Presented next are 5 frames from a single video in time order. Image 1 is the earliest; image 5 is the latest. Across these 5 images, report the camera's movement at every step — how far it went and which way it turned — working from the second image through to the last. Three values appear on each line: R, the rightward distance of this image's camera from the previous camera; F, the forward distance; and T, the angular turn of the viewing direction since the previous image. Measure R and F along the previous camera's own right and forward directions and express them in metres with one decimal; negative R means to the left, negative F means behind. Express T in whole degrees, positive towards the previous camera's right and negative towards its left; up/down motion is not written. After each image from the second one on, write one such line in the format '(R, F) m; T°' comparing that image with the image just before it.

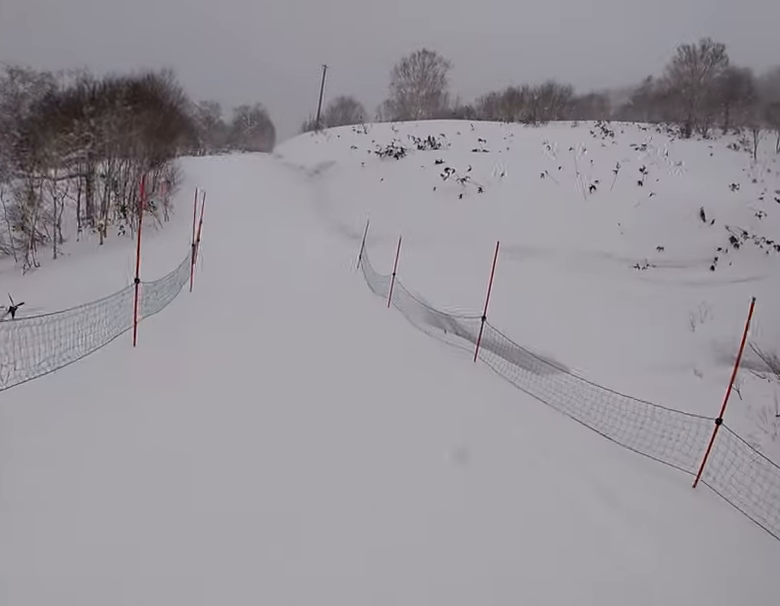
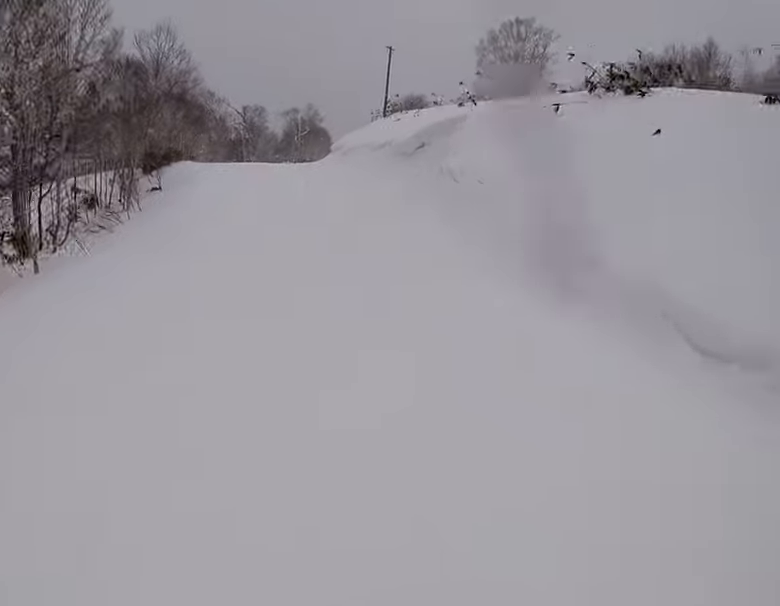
(-1.0, +17.0) m; -3°
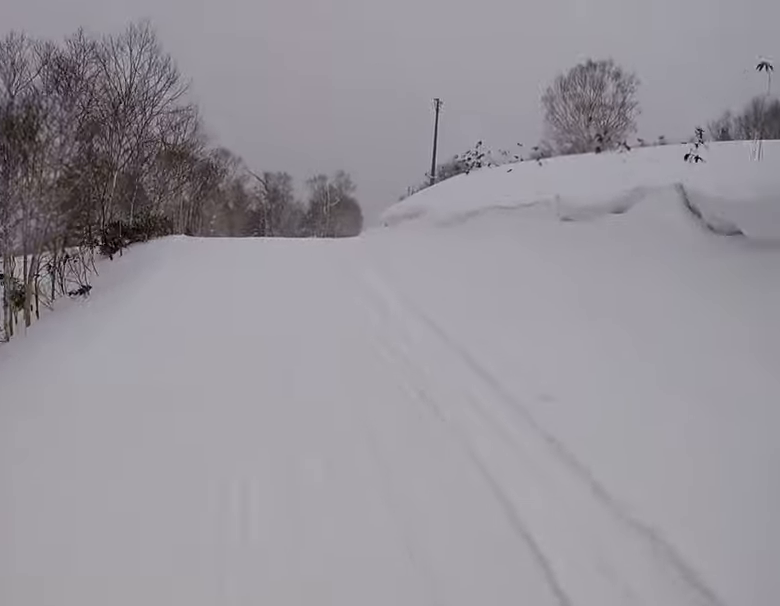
(0.0, +11.8) m; -8°
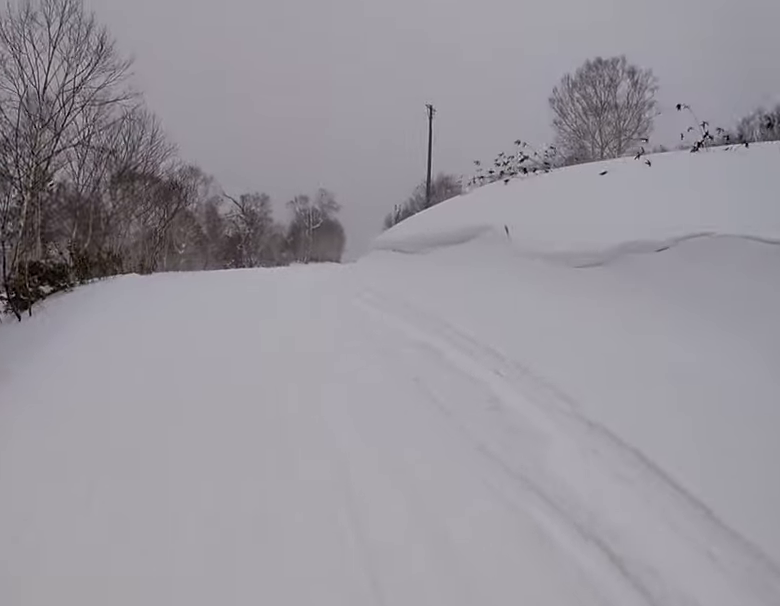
(-0.8, +5.9) m; -7°
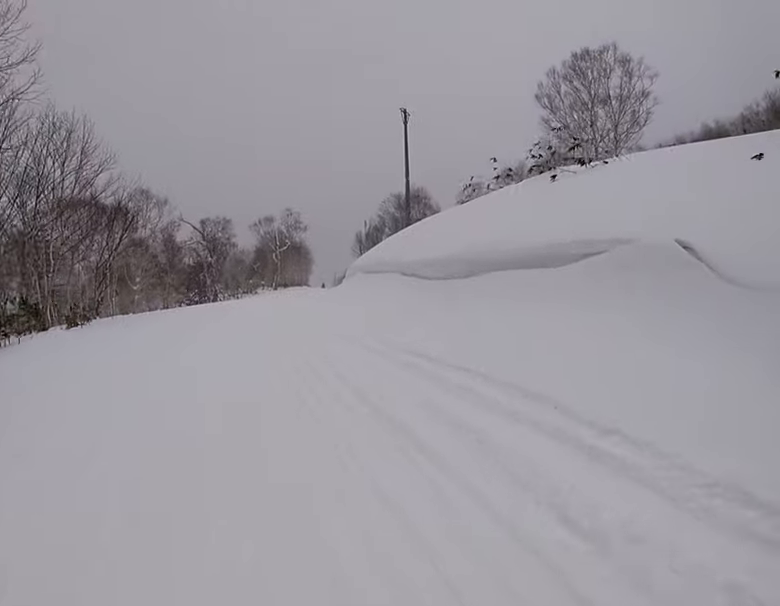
(-0.1, +5.2) m; +6°
